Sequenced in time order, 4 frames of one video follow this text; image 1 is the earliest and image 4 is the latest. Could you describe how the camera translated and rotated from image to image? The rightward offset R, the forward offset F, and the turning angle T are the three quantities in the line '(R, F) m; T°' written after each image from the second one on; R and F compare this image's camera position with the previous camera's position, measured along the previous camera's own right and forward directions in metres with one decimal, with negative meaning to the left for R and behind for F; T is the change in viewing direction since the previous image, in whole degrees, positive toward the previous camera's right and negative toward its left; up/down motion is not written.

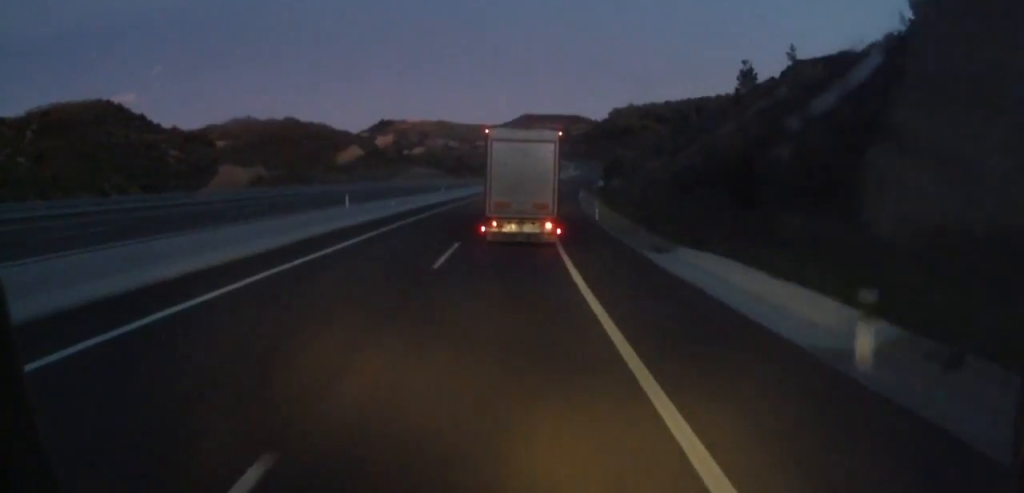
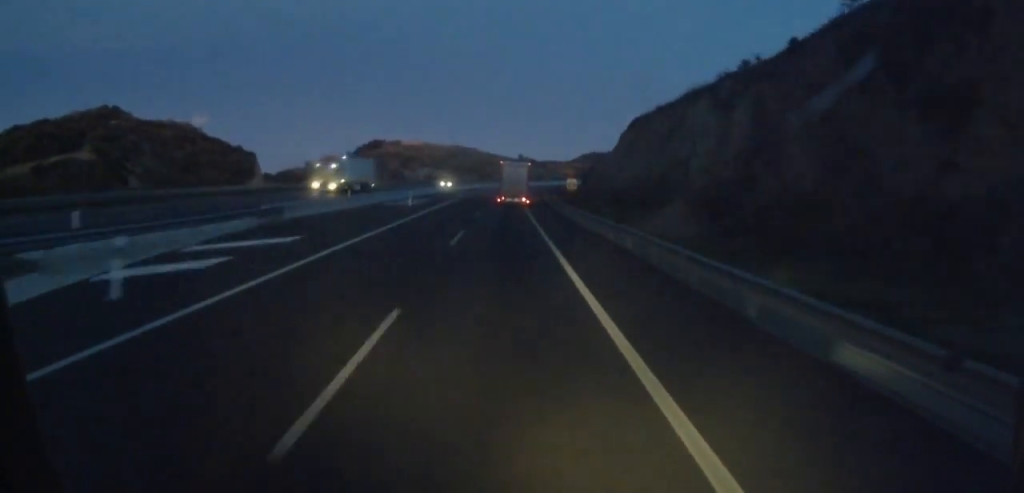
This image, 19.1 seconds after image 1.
(+49.4, +471.9) m; -3°
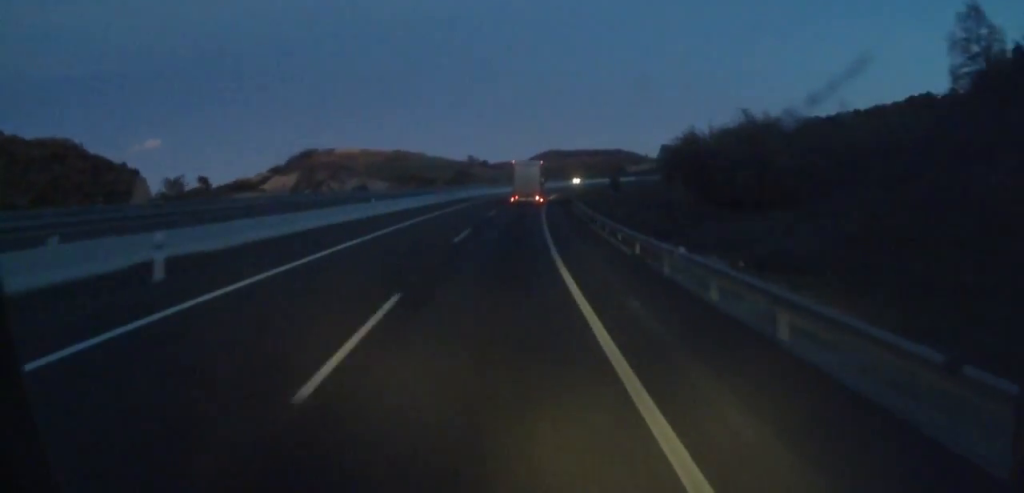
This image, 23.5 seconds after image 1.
(-1.3, +98.7) m; +2°
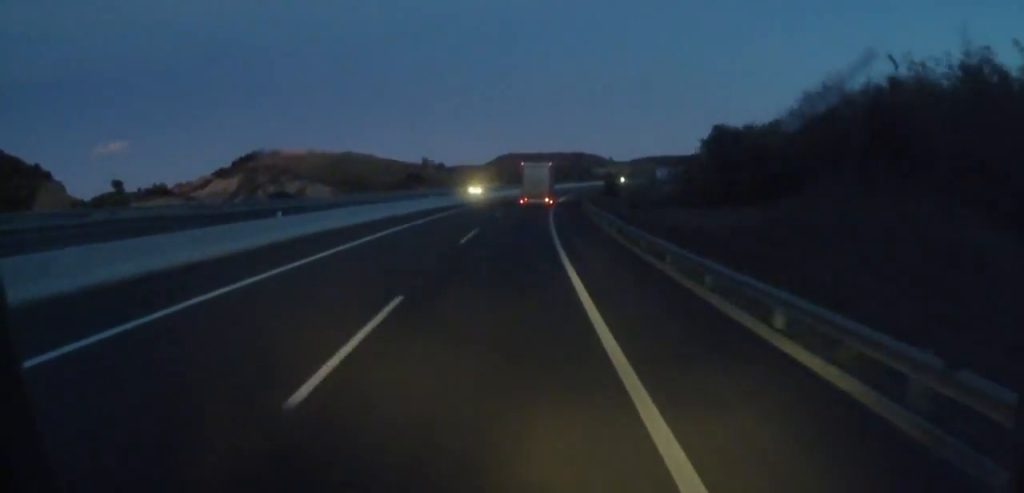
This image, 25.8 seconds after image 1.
(+1.5, +46.8) m; +3°
